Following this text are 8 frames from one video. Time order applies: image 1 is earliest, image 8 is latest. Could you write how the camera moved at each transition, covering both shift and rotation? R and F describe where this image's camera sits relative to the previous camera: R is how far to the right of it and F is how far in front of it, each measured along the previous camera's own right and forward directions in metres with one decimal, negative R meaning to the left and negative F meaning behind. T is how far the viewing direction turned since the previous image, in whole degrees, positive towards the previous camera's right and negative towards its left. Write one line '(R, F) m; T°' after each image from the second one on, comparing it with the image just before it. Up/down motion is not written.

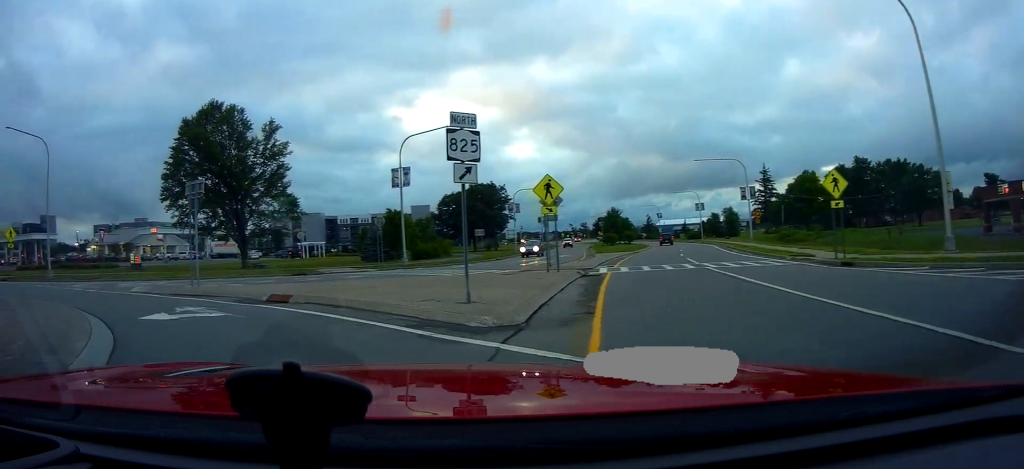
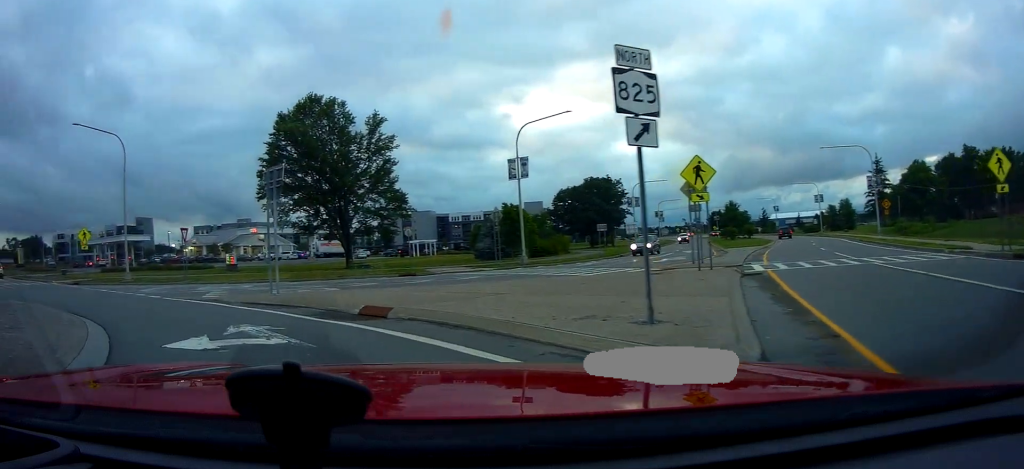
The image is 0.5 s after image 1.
(0.0, +3.3) m; -15°
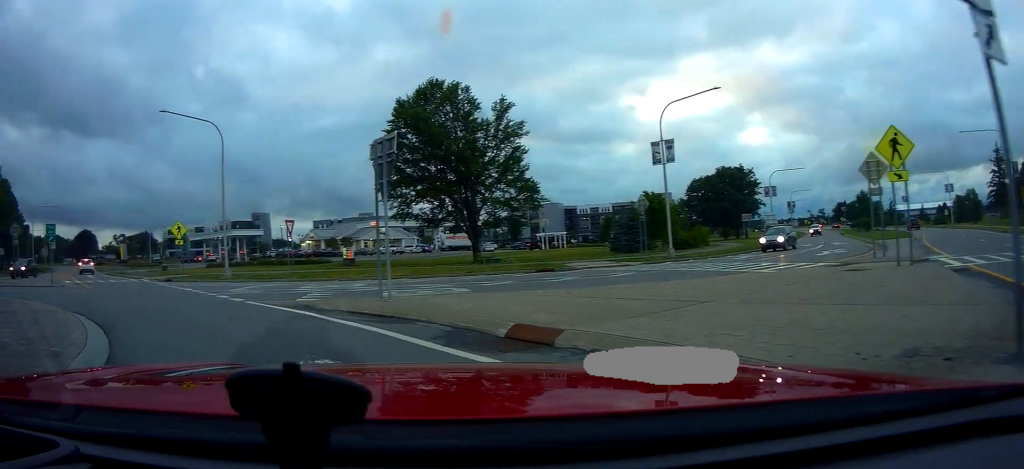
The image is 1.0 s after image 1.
(-0.8, +3.5) m; -12°
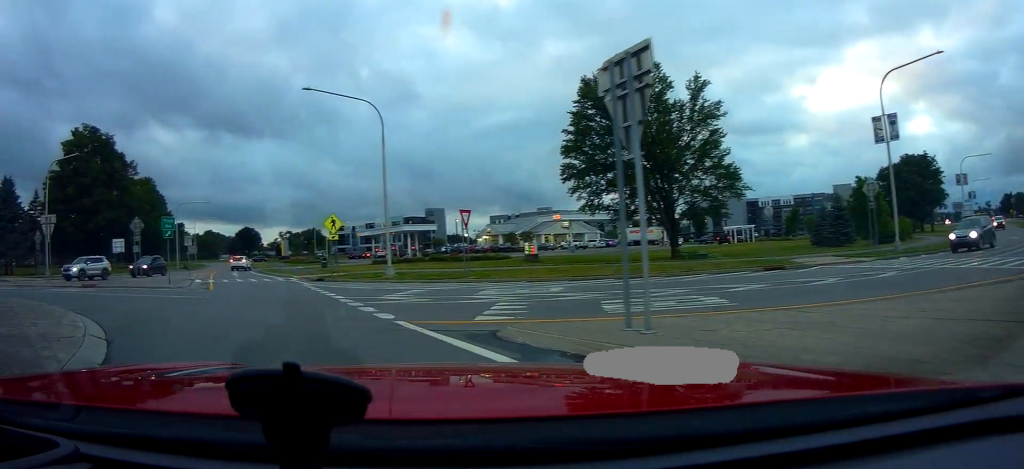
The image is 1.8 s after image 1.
(-1.0, +5.3) m; -13°
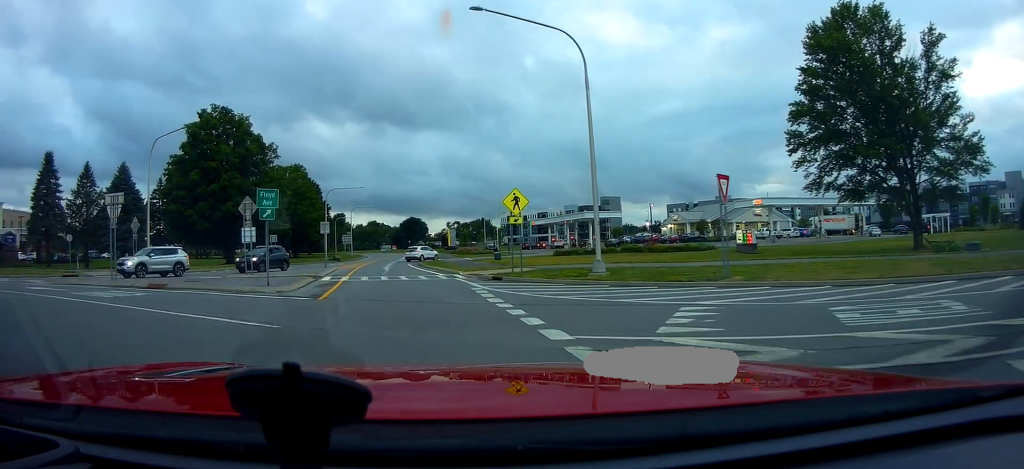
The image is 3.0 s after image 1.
(-1.1, +9.7) m; -14°
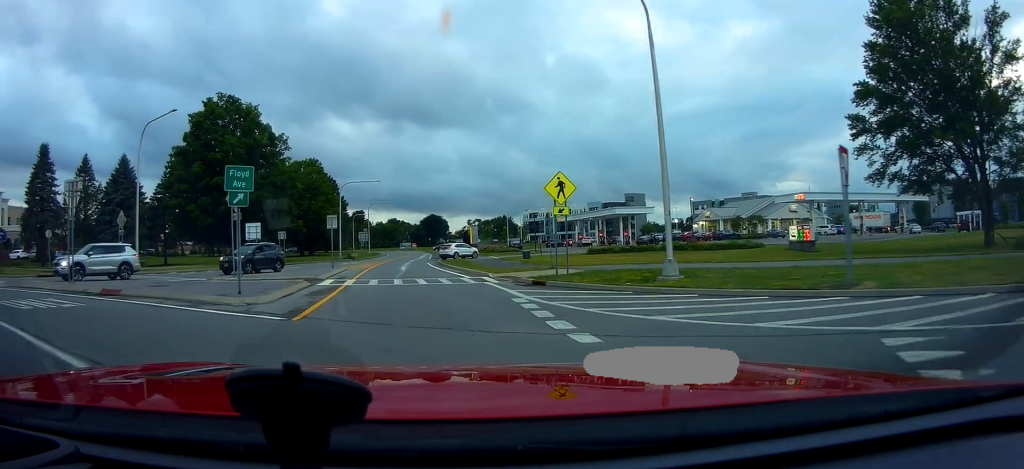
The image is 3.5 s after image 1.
(-0.8, +5.0) m; -3°
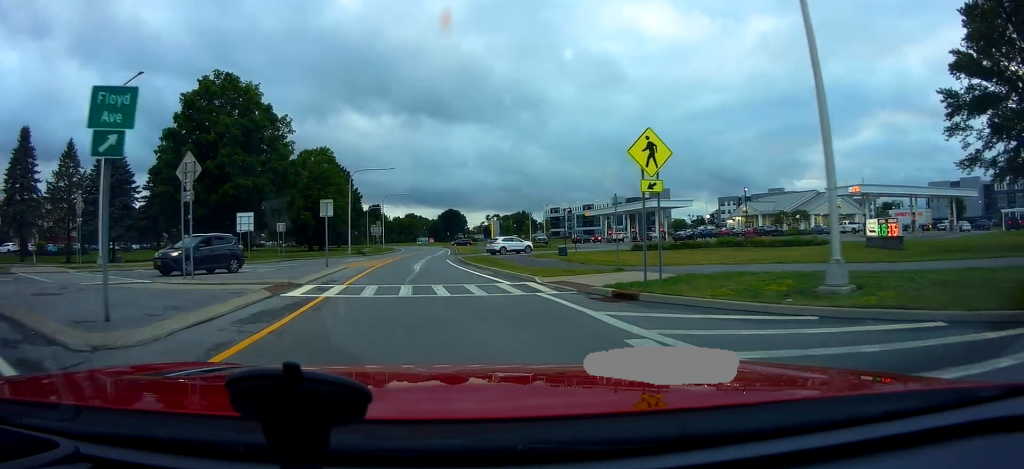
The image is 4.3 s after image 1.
(+0.4, +7.1) m; -1°
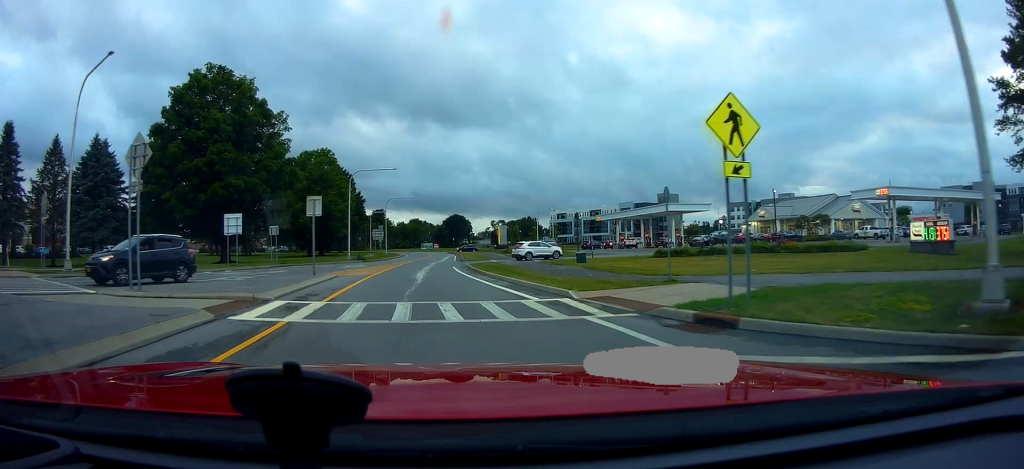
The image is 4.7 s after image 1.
(+0.2, +3.8) m; 0°
